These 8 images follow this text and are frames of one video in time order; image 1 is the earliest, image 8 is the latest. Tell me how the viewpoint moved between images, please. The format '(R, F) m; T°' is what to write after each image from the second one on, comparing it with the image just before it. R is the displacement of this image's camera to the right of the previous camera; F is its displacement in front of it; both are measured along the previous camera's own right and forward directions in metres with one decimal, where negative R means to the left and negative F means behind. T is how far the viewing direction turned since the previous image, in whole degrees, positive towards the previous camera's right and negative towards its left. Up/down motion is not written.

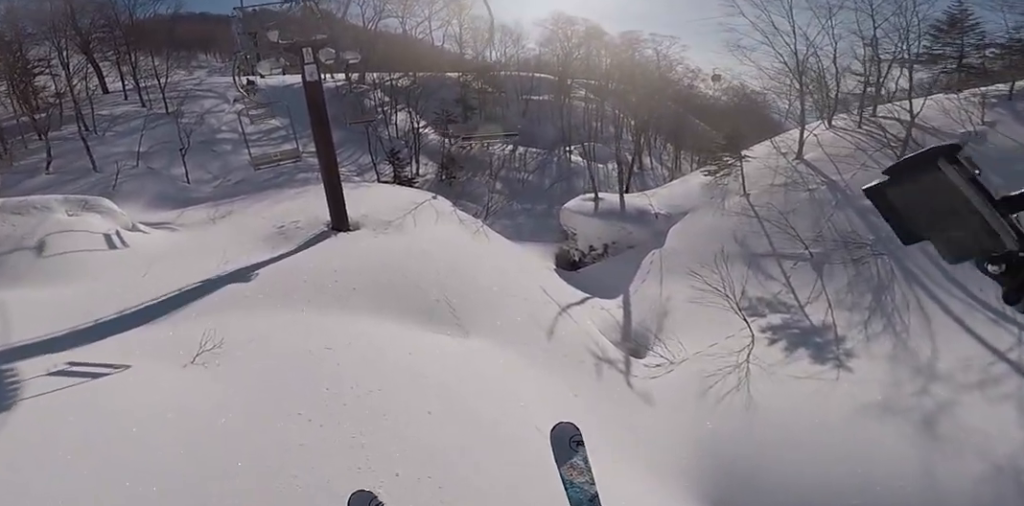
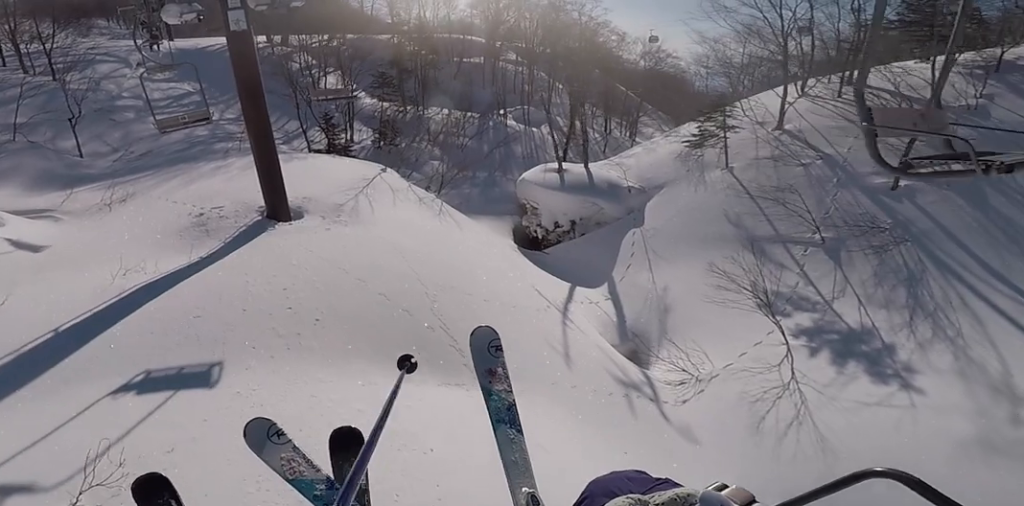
(0.0, +3.1) m; 0°
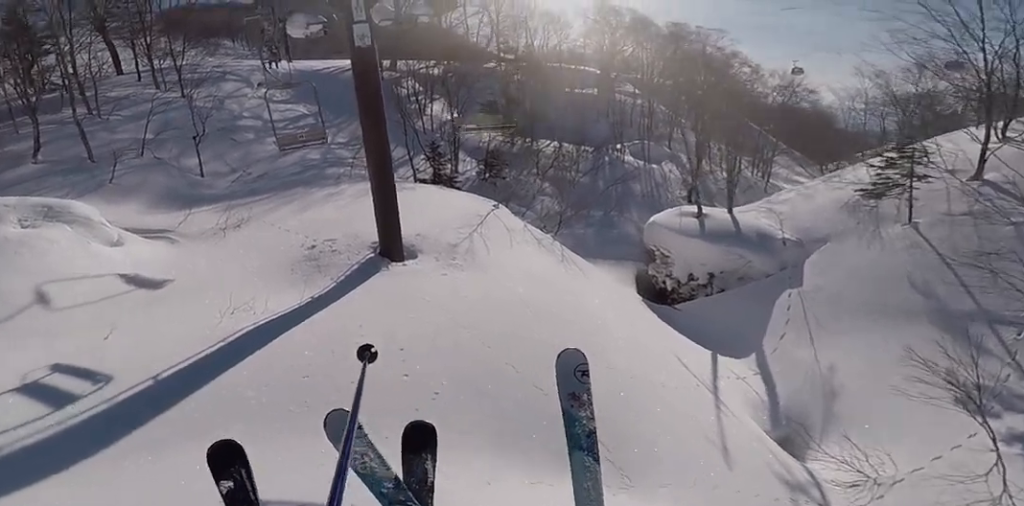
(0.0, +1.2) m; 0°
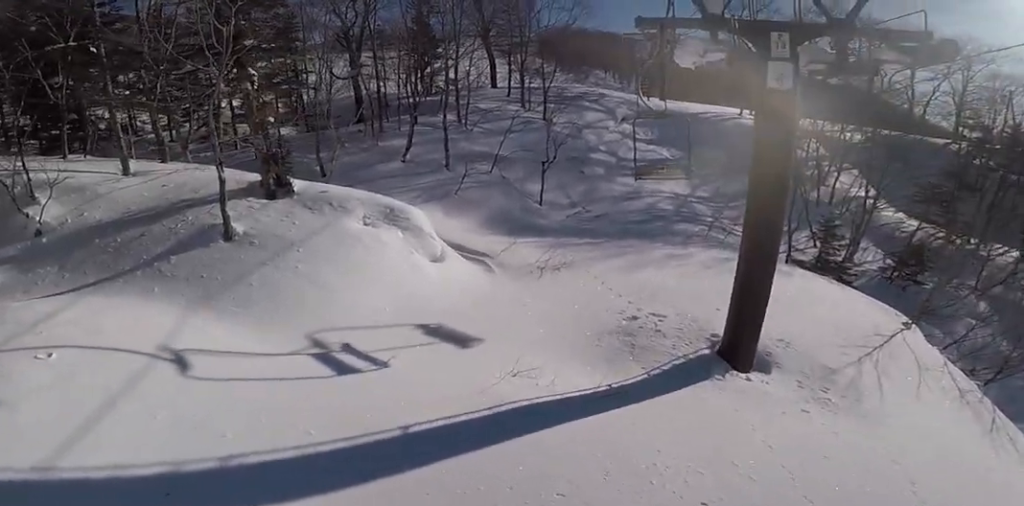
(0.0, +2.0) m; 0°
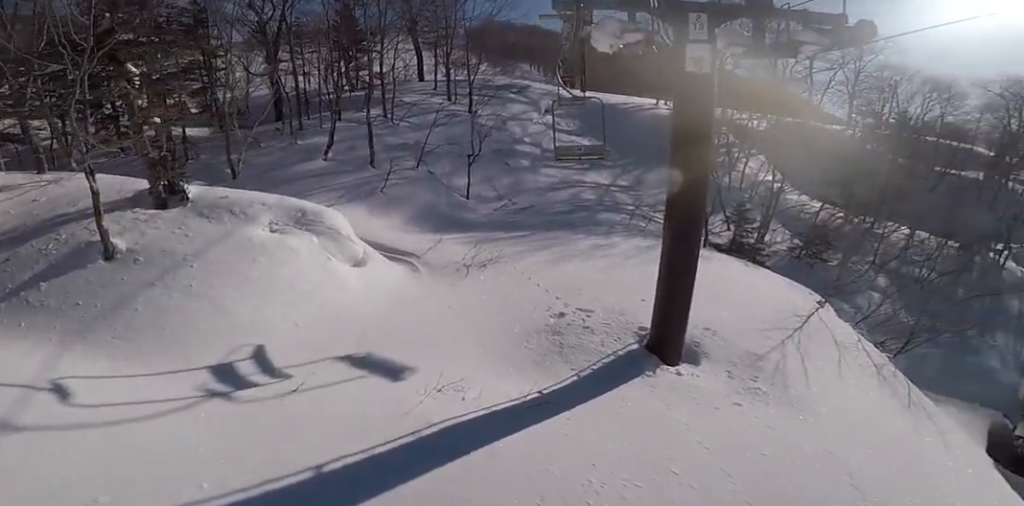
(0.0, +1.0) m; 0°
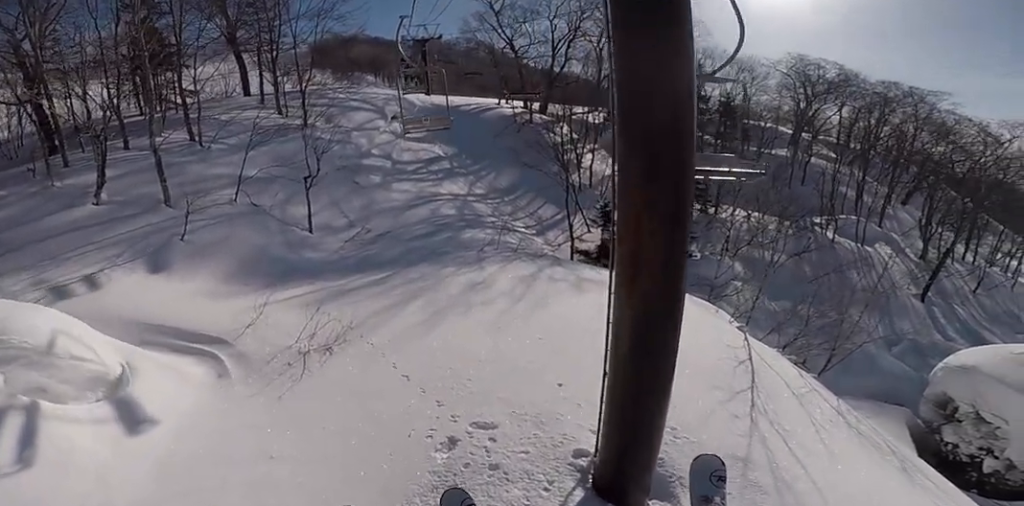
(0.0, +4.3) m; 0°
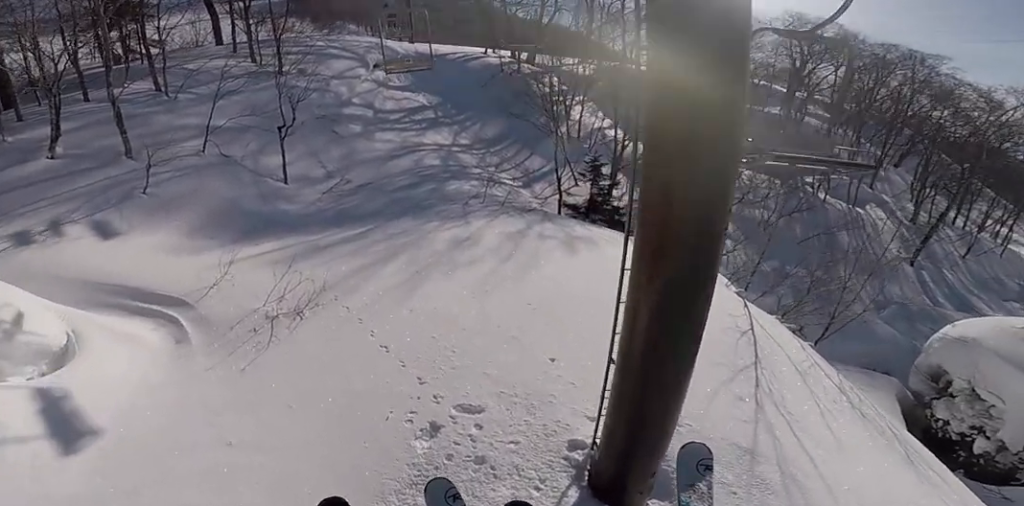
(0.0, +0.9) m; 0°
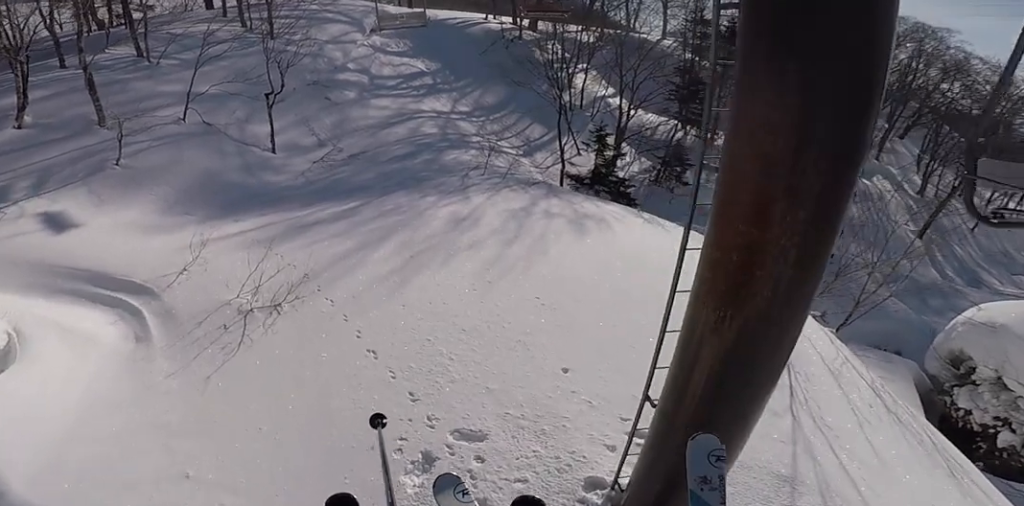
(0.0, +1.1) m; 0°
